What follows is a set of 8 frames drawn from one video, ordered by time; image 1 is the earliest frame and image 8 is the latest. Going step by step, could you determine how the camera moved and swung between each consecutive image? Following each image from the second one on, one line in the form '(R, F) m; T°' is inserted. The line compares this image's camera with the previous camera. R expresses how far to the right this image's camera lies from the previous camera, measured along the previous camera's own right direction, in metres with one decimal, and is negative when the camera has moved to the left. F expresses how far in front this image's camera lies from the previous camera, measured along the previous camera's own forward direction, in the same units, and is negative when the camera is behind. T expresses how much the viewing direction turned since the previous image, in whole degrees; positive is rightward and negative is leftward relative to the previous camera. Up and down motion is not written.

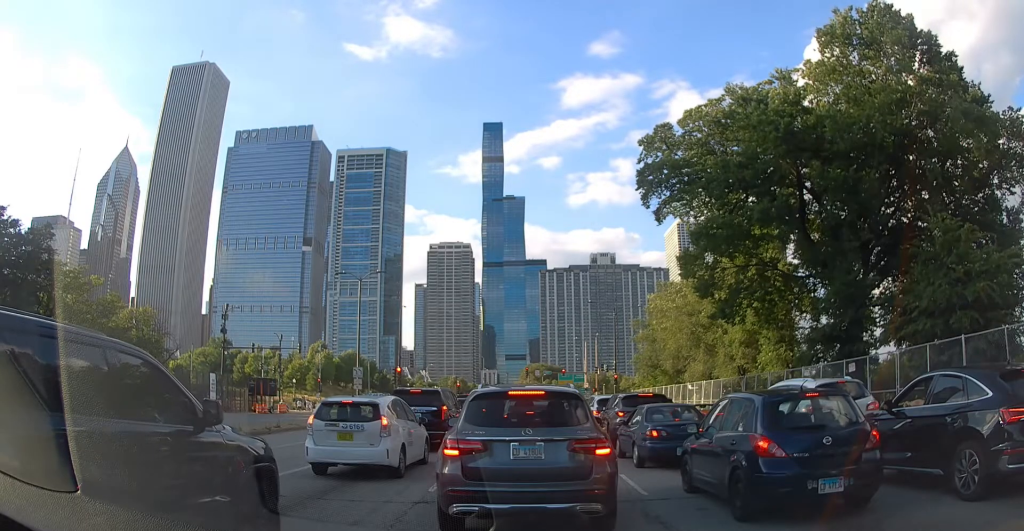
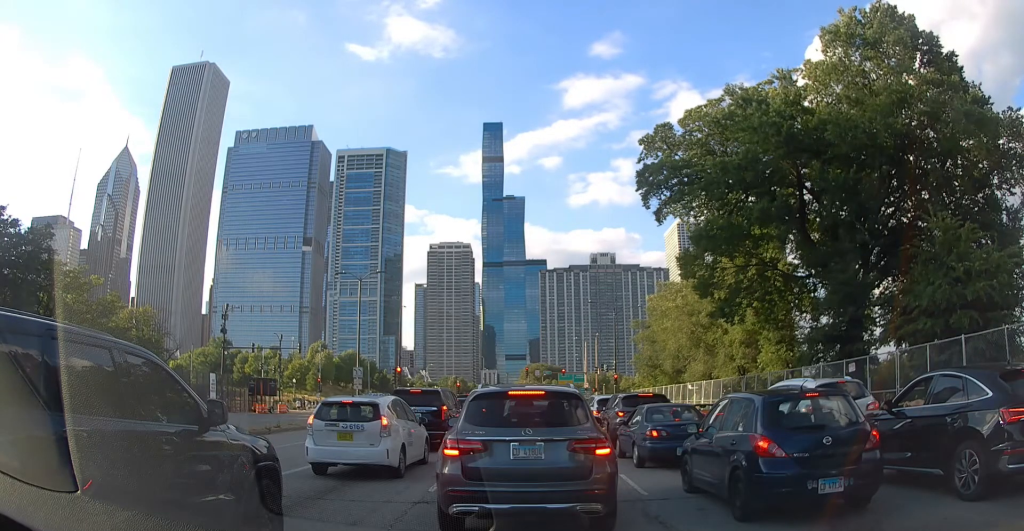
(0.0, 0.0) m; 0°
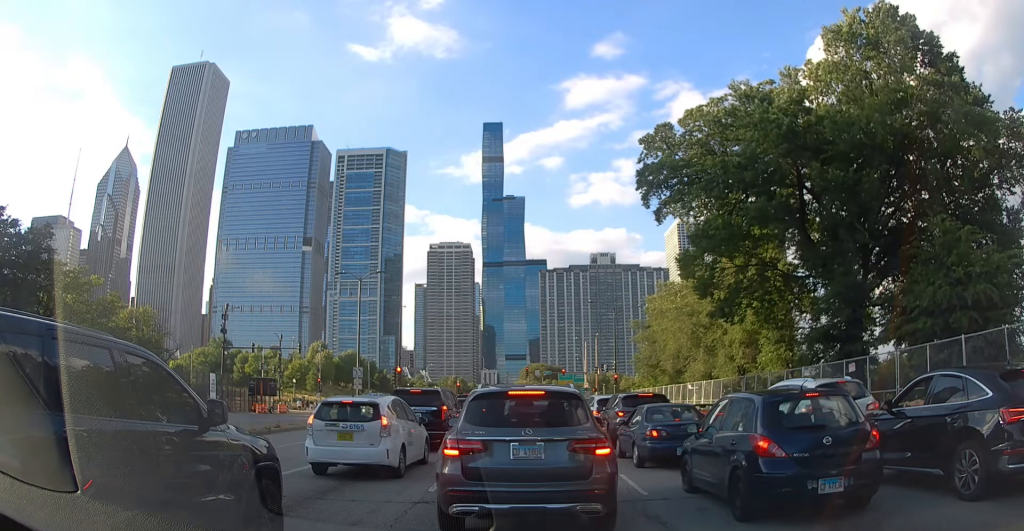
(0.0, 0.0) m; 0°
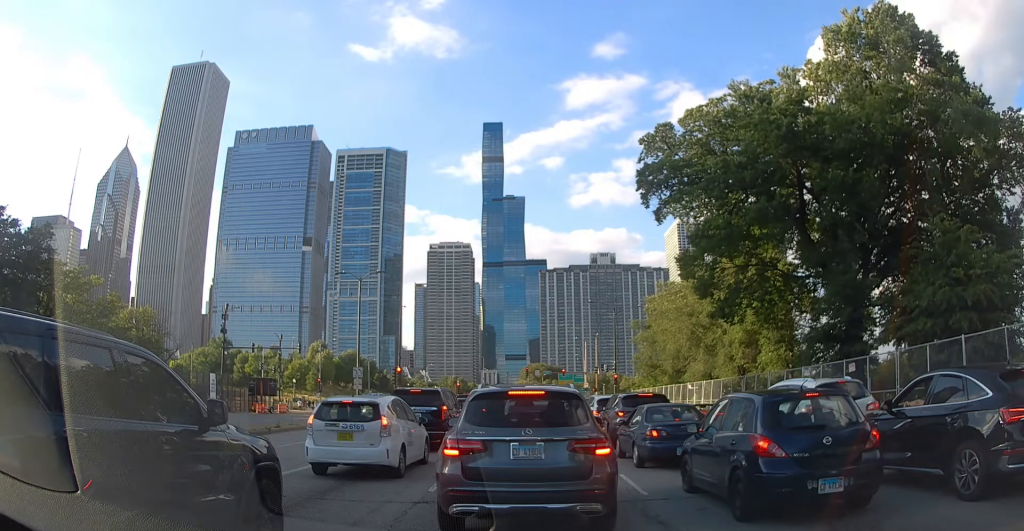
(0.0, 0.0) m; 0°
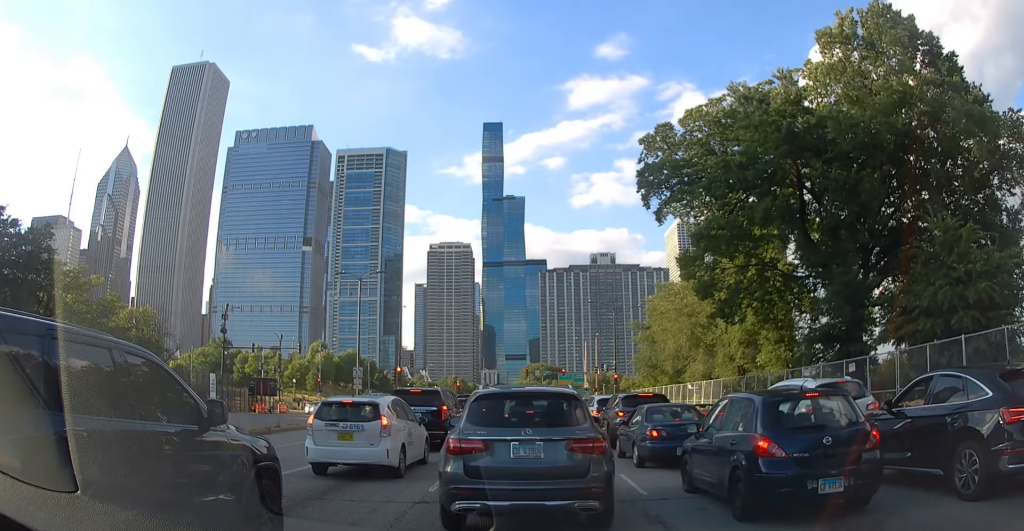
(0.0, 0.0) m; 0°
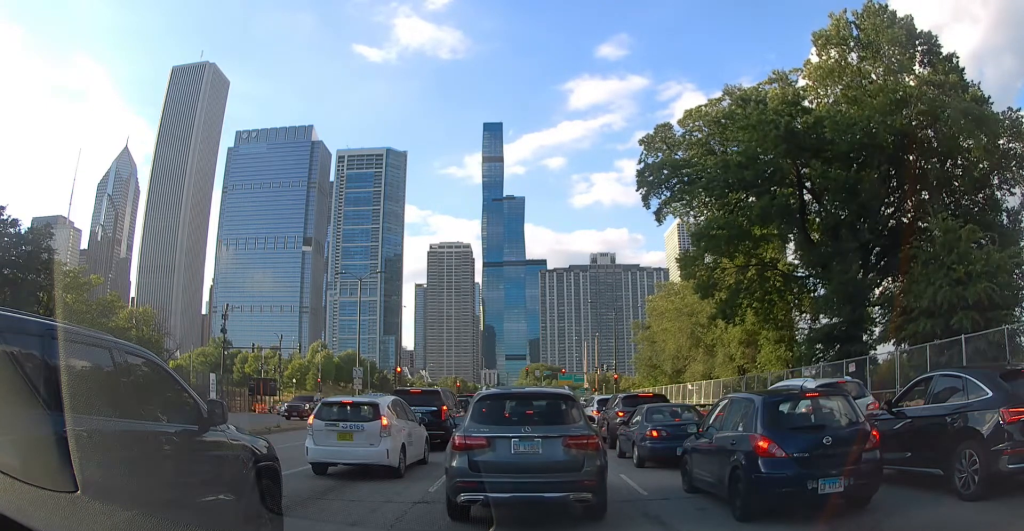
(0.0, 0.0) m; 0°
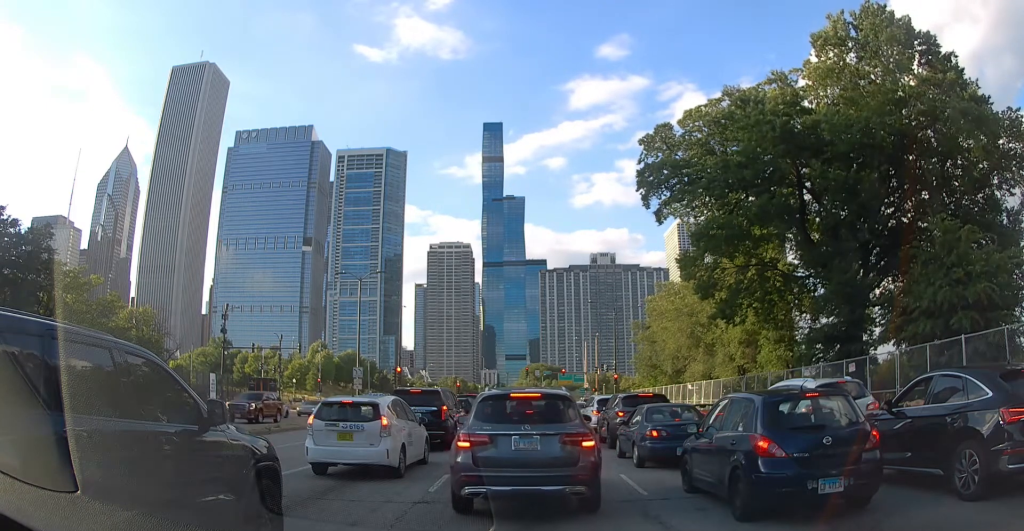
(0.0, 0.0) m; 0°
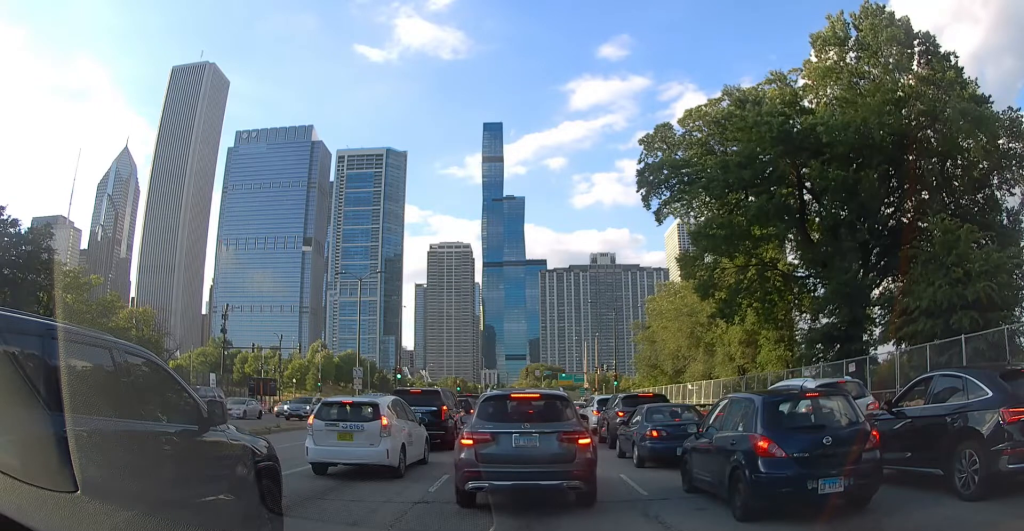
(0.0, 0.0) m; 0°
